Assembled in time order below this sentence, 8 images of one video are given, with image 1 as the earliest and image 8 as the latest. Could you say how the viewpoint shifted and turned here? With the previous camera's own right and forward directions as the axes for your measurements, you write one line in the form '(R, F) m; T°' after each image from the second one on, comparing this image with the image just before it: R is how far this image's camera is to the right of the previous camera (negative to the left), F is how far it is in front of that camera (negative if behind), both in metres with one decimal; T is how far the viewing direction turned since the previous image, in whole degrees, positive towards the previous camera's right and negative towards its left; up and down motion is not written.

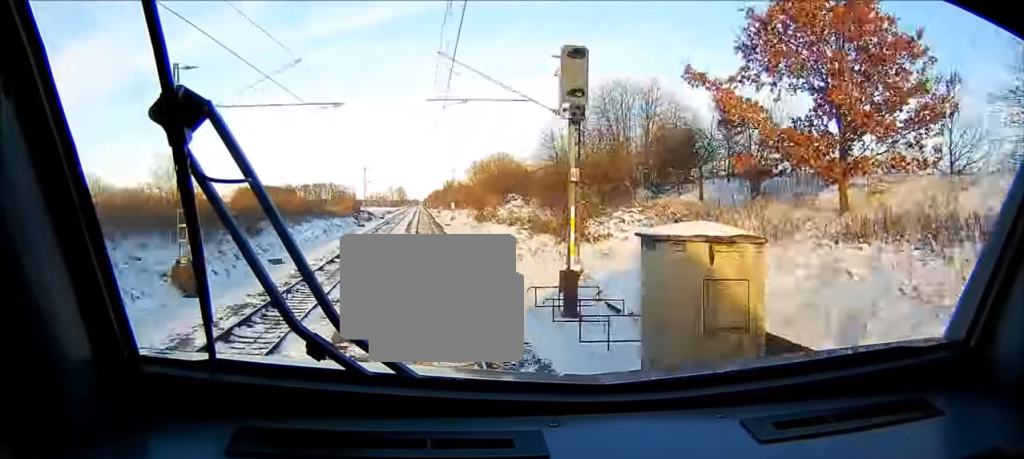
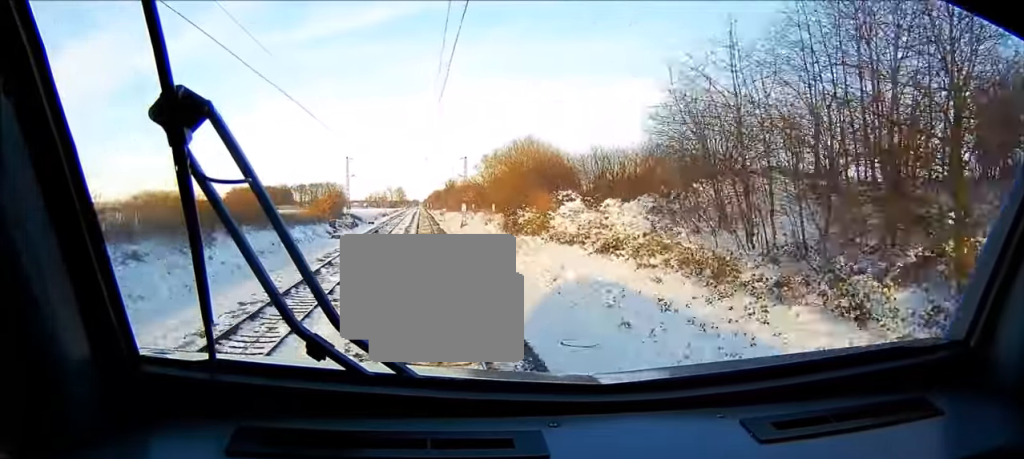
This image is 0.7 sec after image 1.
(0.0, +24.4) m; 0°
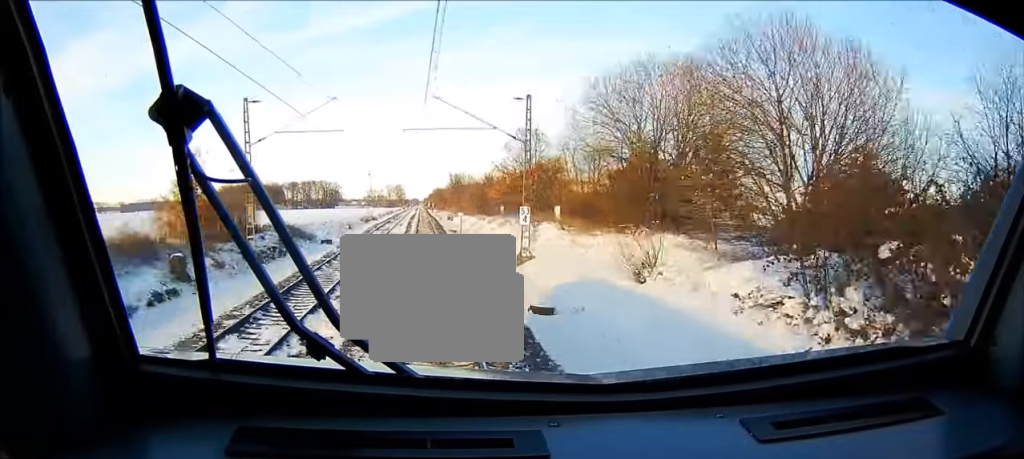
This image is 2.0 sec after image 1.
(+0.2, +42.6) m; 0°
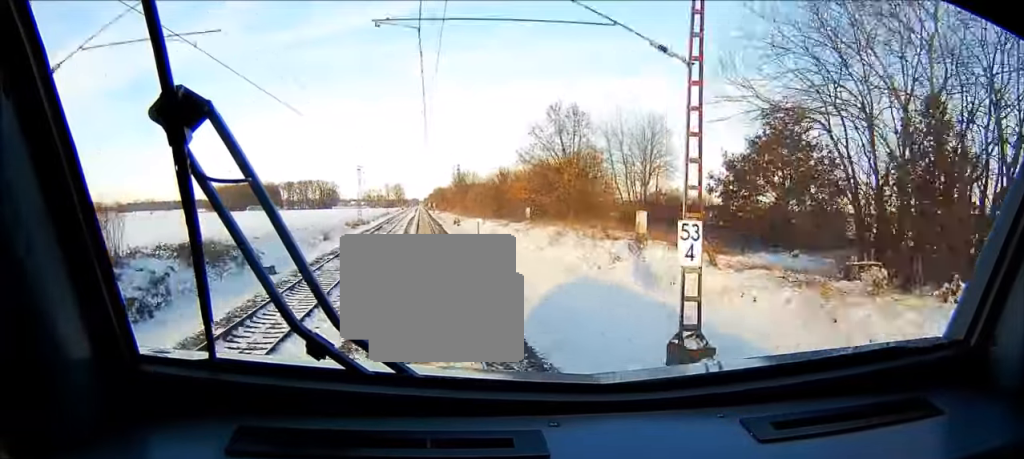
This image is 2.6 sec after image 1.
(0.0, +19.2) m; 0°
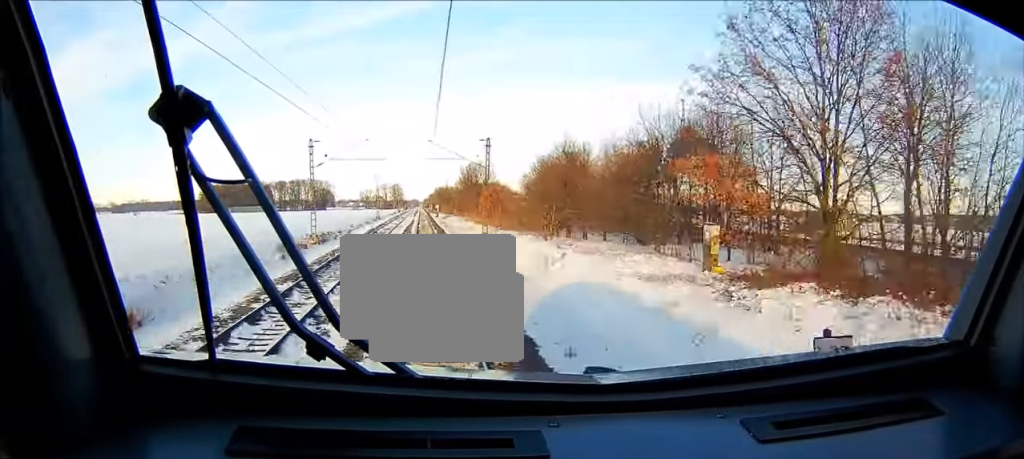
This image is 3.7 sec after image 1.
(0.0, +37.4) m; 0°
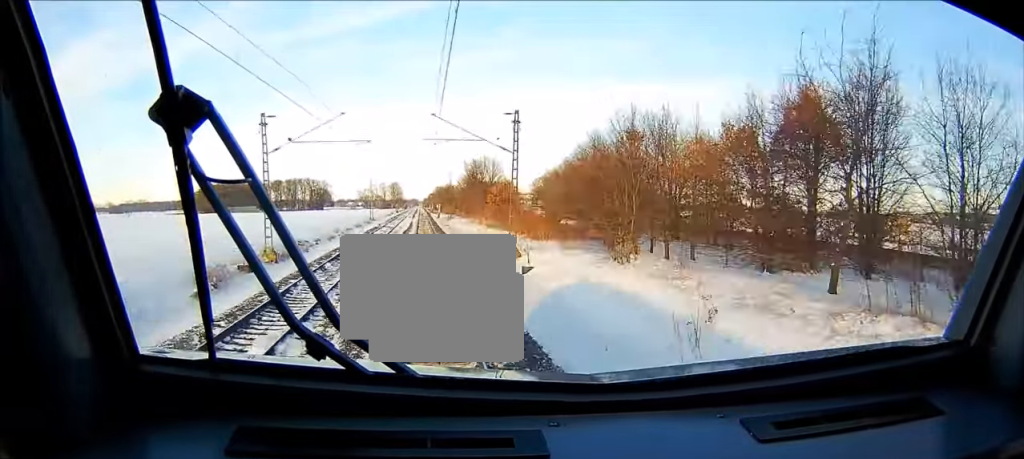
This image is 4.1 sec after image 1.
(0.0, +16.1) m; 0°
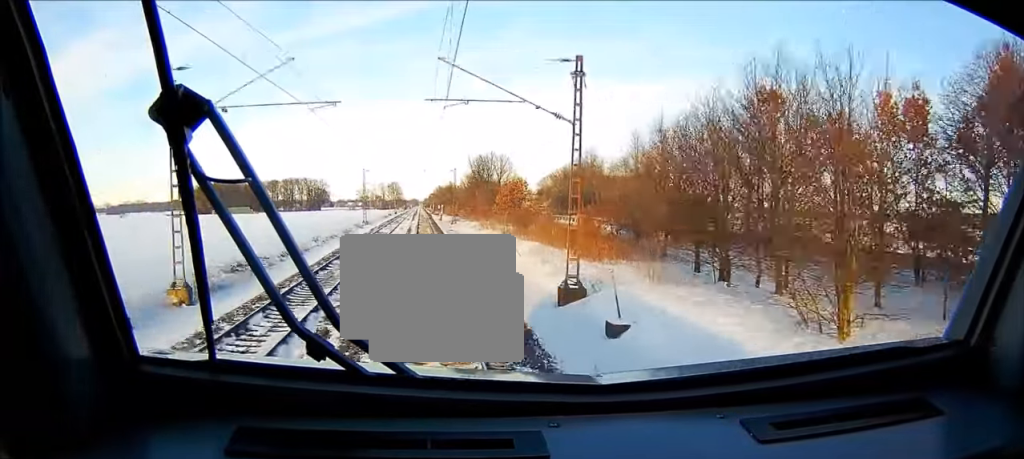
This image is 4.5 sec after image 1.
(0.0, +13.8) m; 0°
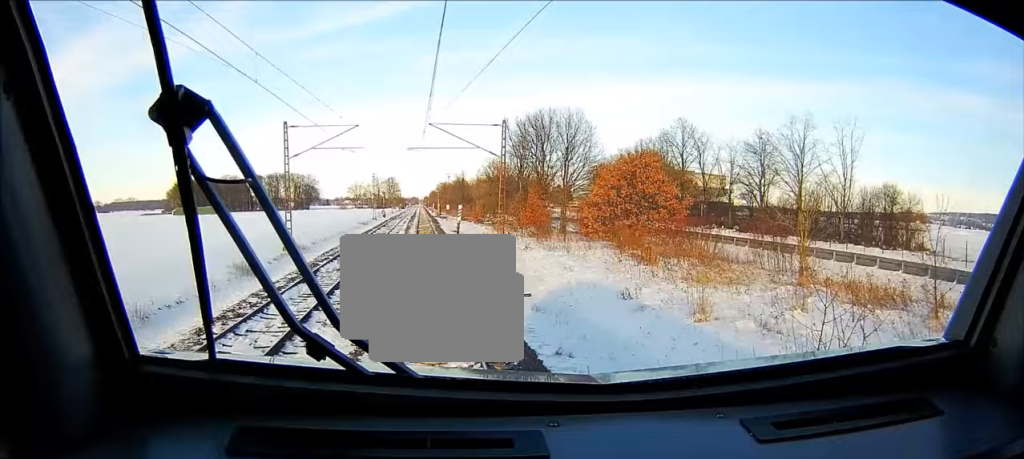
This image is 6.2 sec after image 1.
(-0.2, +57.5) m; -1°
